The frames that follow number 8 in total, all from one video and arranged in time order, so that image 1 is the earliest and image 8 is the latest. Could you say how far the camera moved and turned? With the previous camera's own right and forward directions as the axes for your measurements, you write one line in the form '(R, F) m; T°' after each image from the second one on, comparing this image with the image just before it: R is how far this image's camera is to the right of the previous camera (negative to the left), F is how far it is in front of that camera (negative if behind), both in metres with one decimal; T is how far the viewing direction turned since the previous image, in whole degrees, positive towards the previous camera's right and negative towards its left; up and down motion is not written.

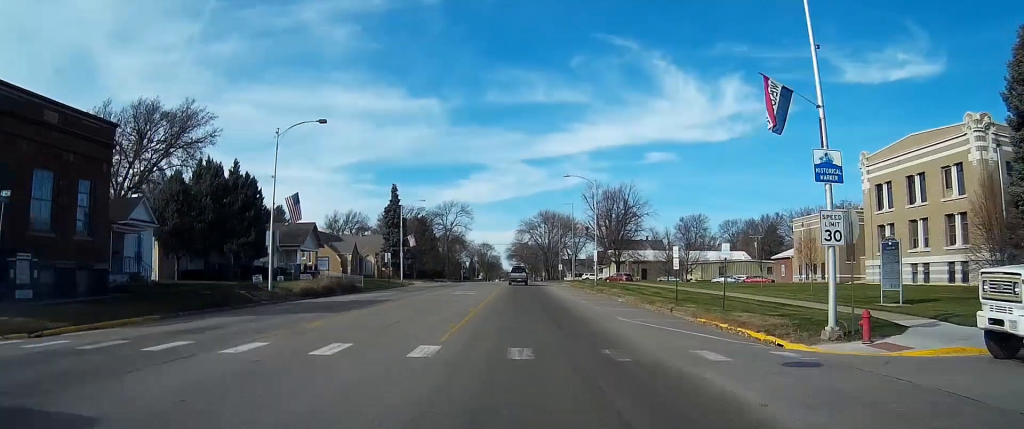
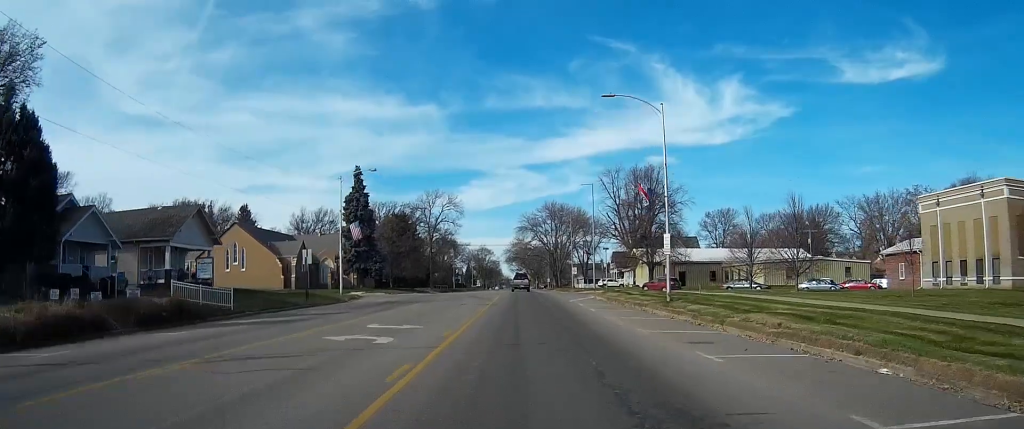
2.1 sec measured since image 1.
(+0.2, +30.8) m; 0°
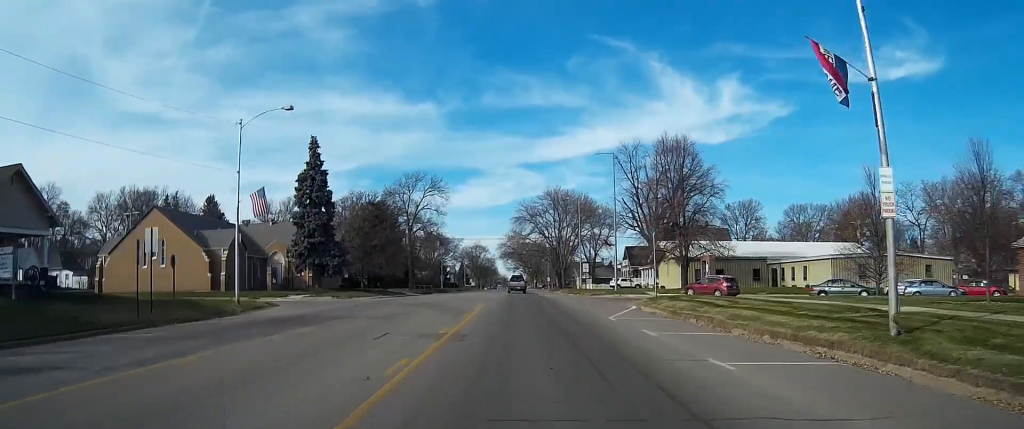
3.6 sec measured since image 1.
(-0.3, +21.5) m; 0°
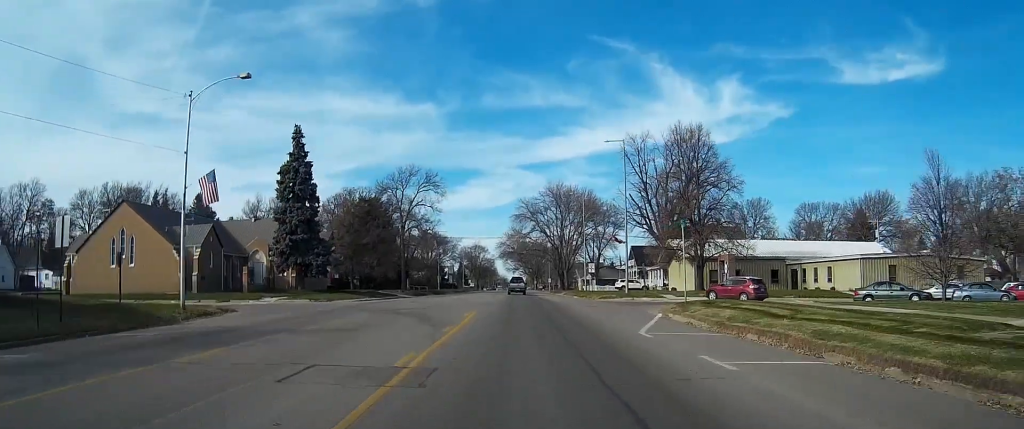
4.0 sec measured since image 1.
(+0.1, +6.4) m; 0°
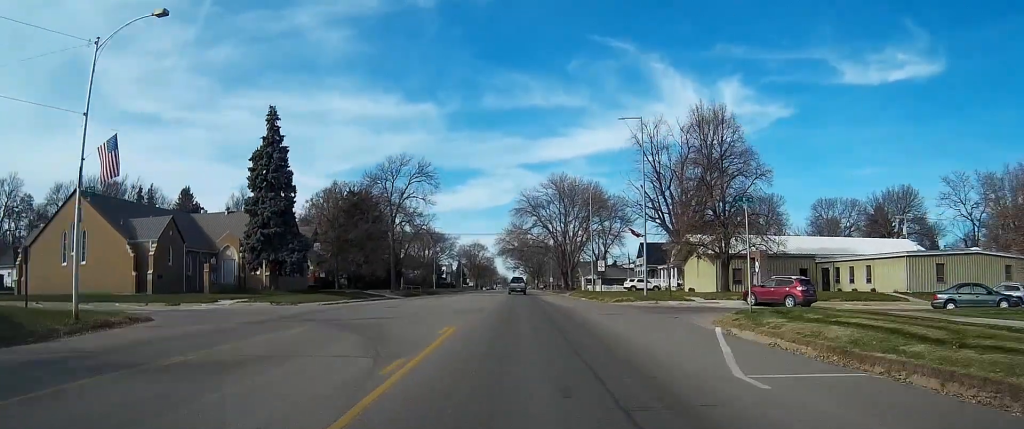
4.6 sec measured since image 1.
(+0.1, +8.5) m; 0°
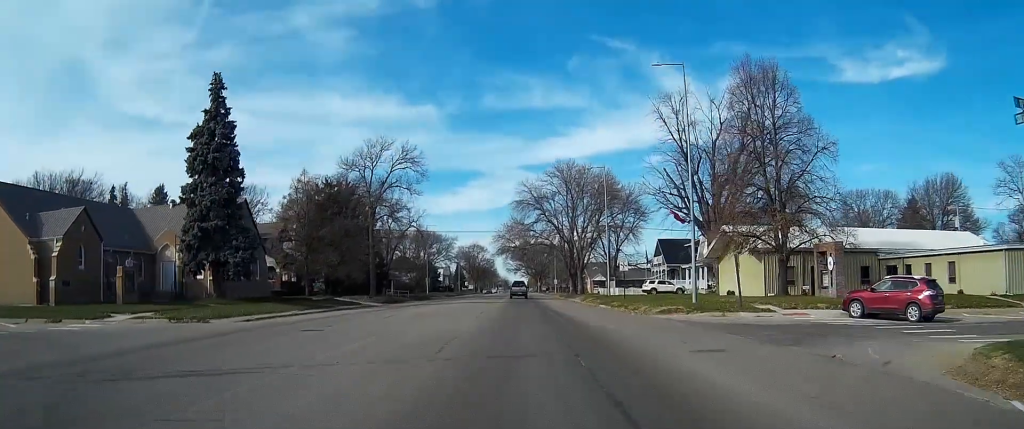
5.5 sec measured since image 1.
(-0.1, +13.6) m; 0°
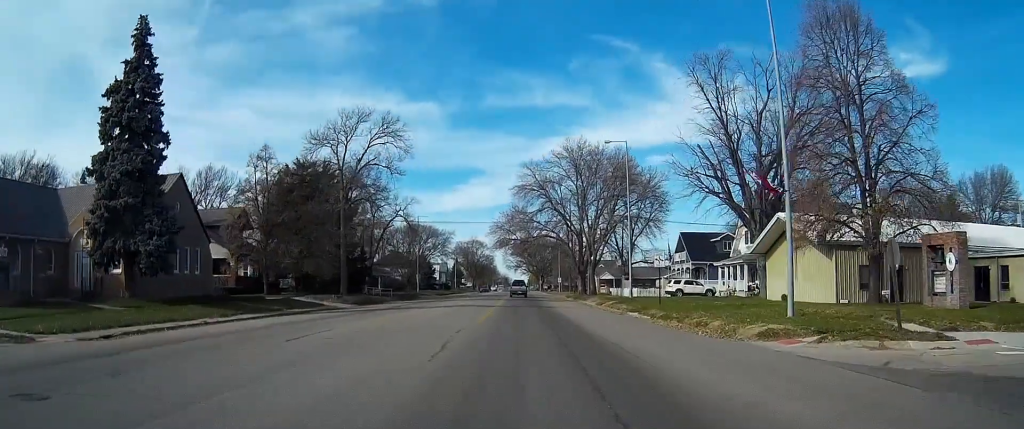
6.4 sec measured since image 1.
(+0.1, +13.3) m; 0°
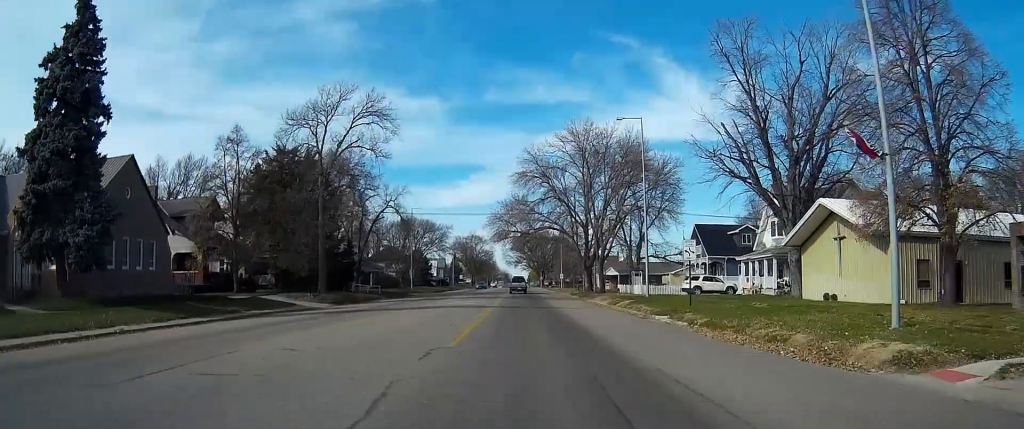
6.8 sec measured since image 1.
(0.0, +7.3) m; 0°
